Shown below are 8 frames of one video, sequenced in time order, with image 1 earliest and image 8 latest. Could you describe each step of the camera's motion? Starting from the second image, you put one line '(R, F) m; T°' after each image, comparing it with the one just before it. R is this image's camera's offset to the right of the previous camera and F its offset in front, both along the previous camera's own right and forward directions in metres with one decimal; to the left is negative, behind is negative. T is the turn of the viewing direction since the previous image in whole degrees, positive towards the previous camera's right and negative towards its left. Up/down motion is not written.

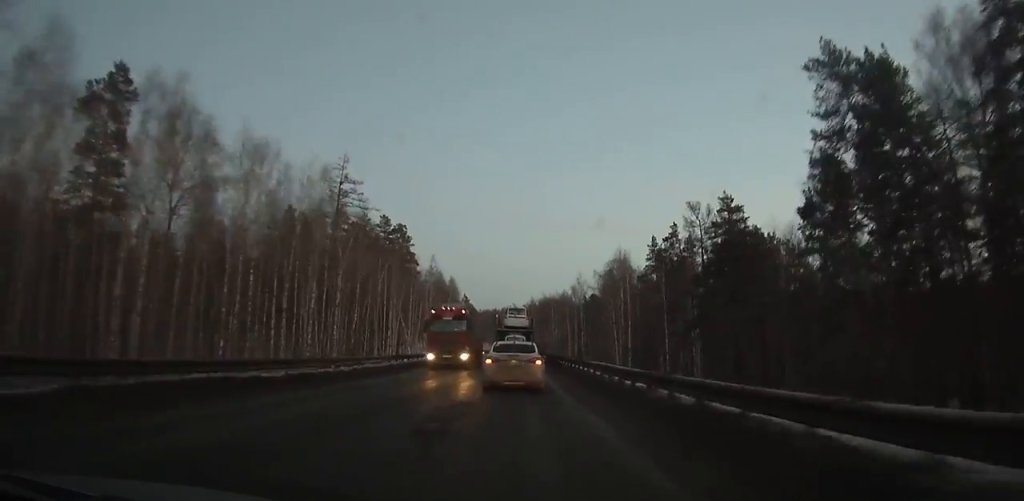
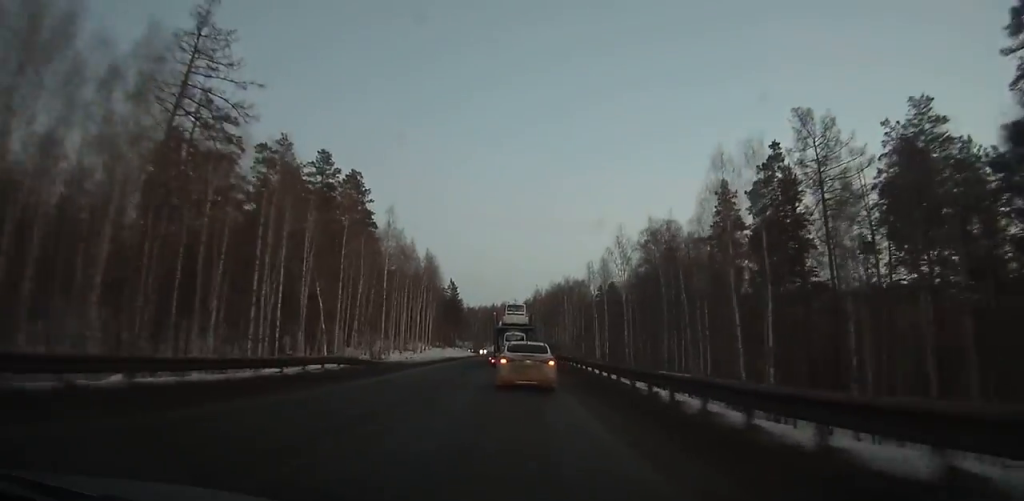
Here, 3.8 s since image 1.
(-0.2, +40.7) m; -1°
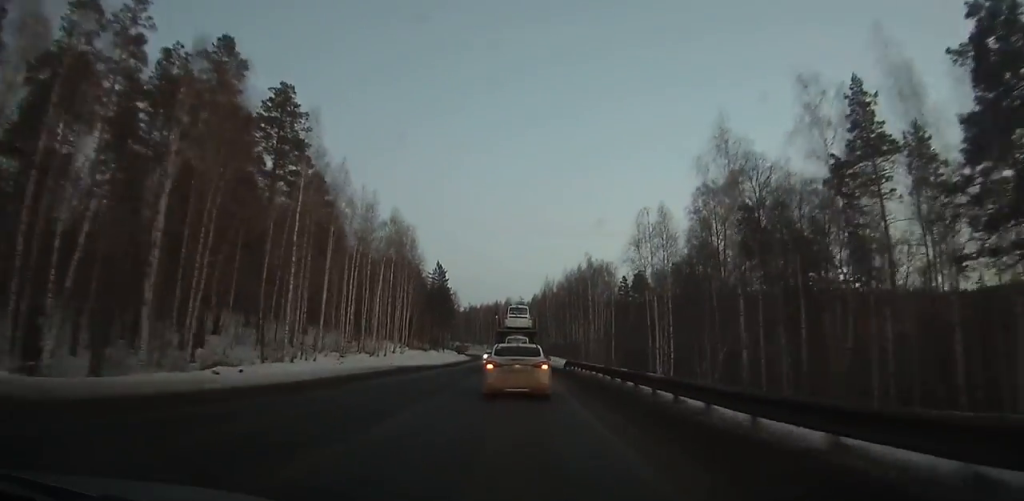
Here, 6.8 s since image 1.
(-0.2, +32.8) m; -1°
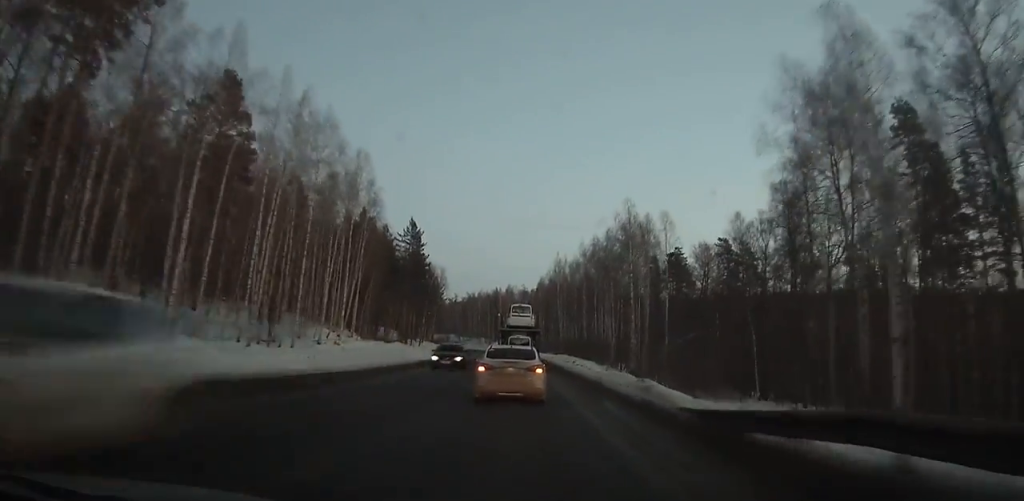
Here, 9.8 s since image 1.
(-0.1, +33.3) m; -1°
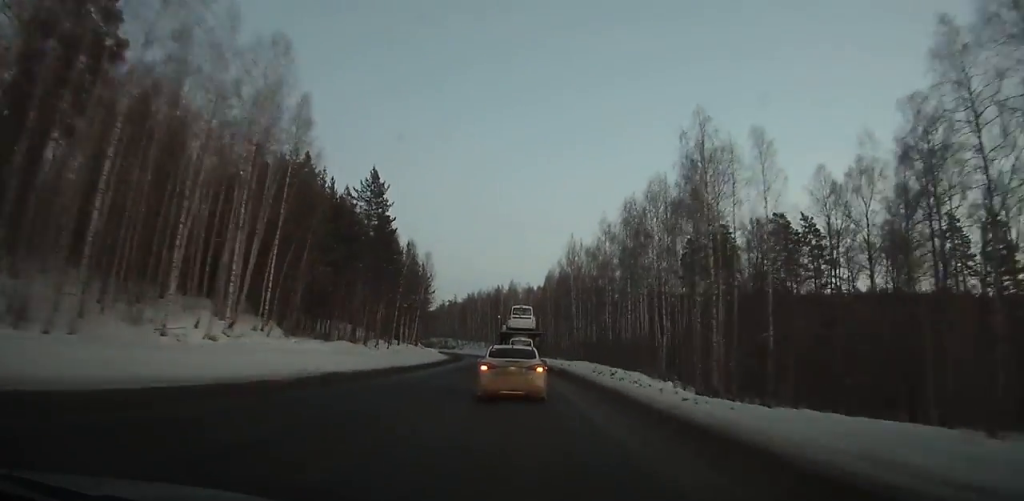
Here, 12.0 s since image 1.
(-0.1, +24.5) m; -1°
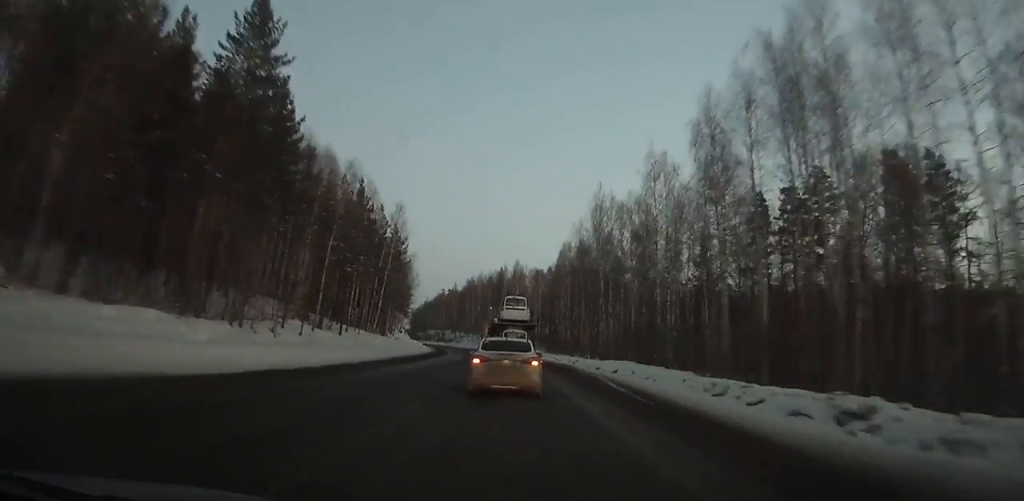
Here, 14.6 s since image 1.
(-0.4, +27.9) m; -1°
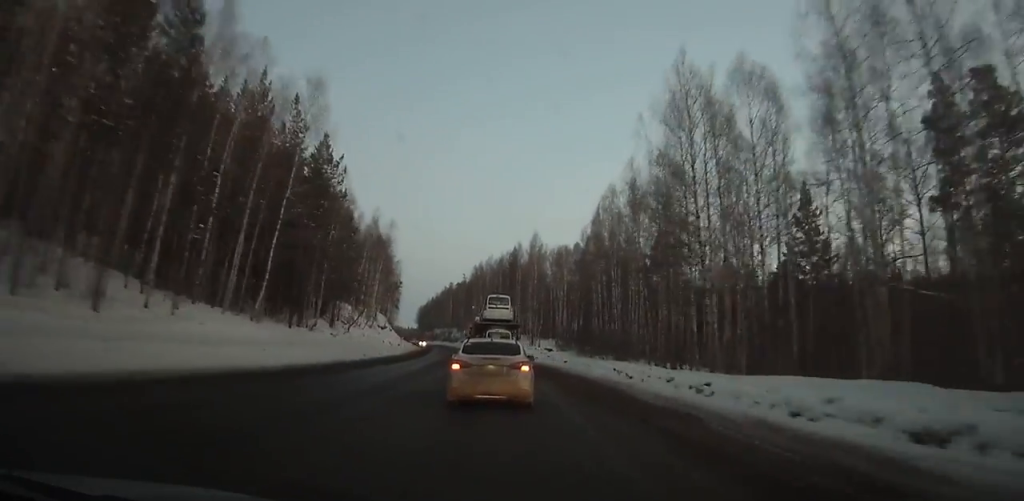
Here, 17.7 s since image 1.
(-0.5, +33.1) m; -2°
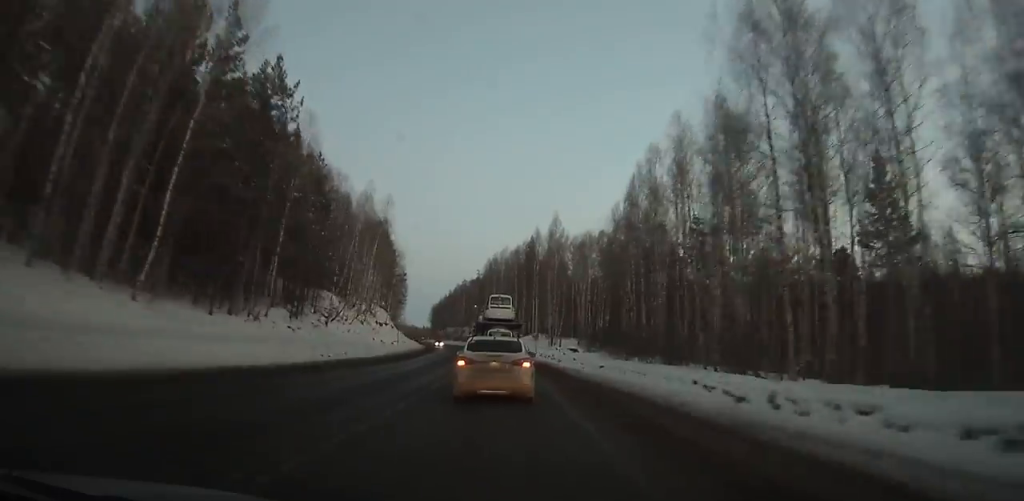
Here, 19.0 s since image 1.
(0.0, +14.0) m; -1°
